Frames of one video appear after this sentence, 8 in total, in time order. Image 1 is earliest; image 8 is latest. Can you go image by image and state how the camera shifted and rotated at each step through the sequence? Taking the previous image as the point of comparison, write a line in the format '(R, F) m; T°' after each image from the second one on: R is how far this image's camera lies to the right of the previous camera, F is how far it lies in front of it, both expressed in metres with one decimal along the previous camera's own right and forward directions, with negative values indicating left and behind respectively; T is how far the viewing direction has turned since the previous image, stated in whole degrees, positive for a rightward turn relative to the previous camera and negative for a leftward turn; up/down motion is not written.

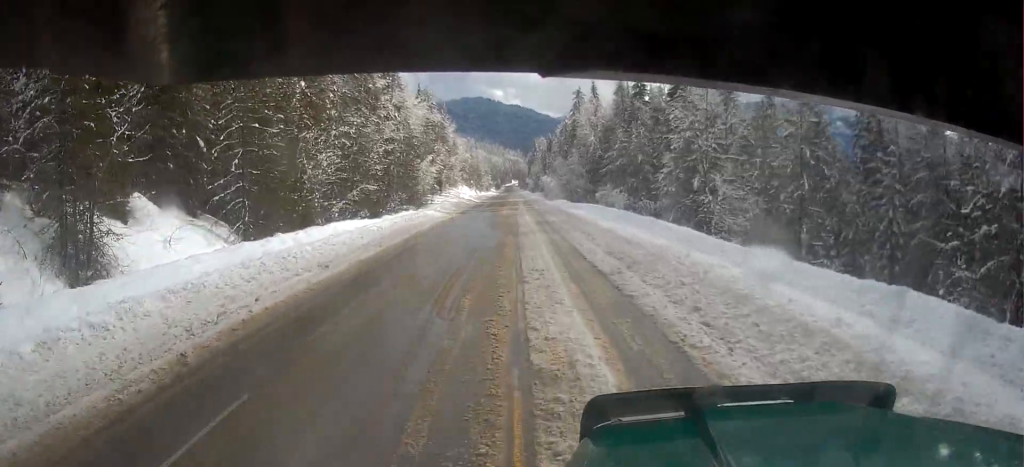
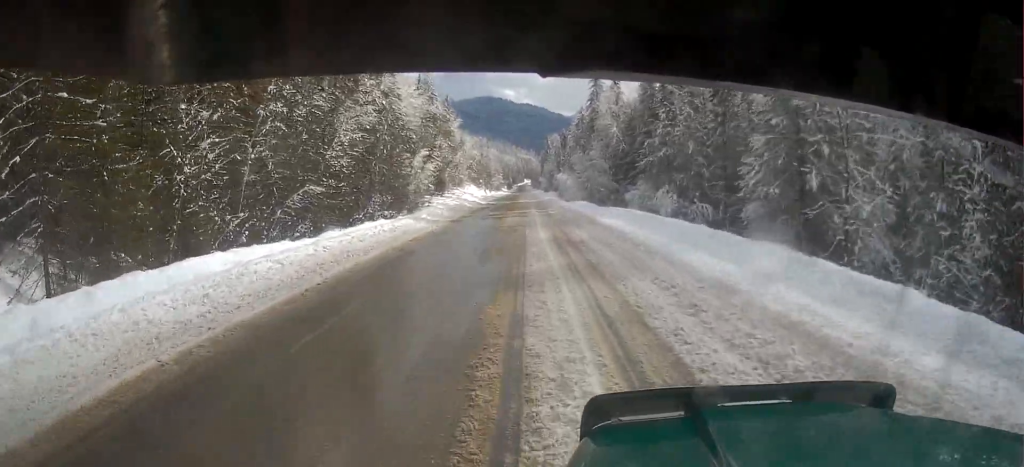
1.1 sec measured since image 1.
(-0.1, +17.5) m; -1°
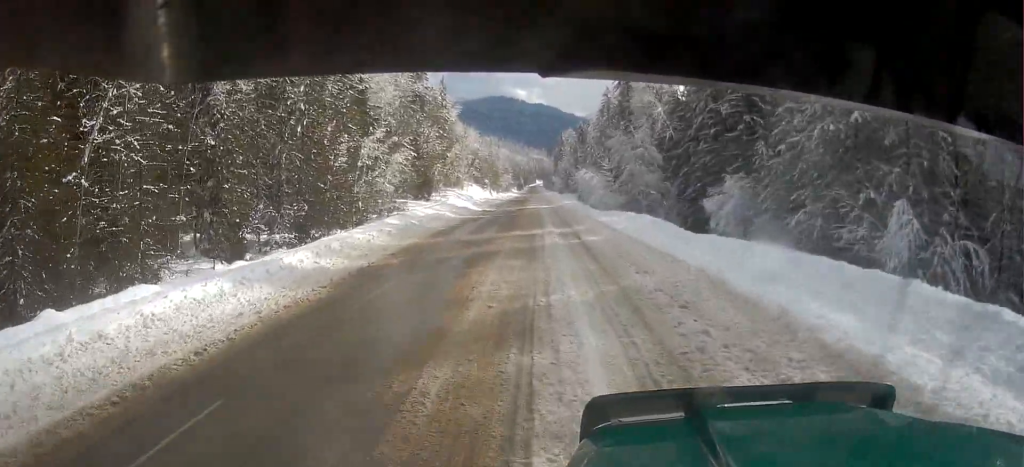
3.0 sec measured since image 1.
(-0.7, +31.2) m; -2°
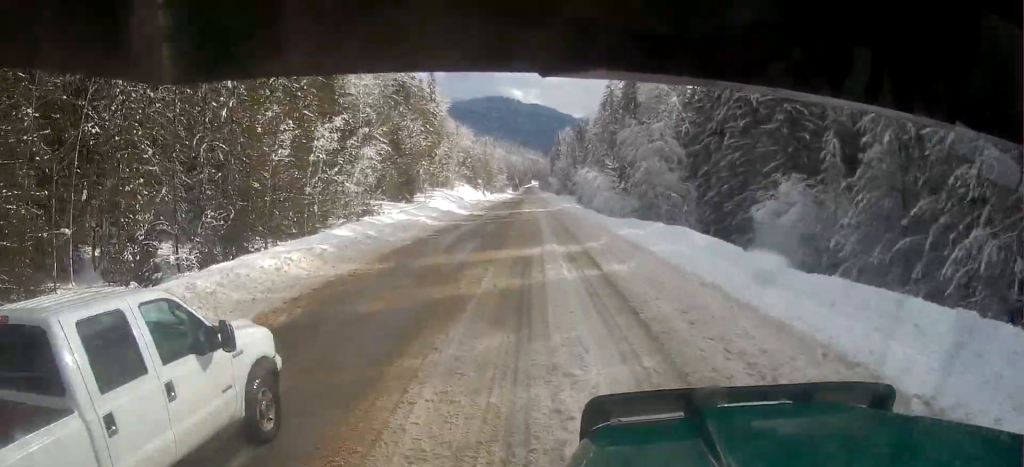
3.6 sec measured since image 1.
(+0.2, +11.1) m; 0°
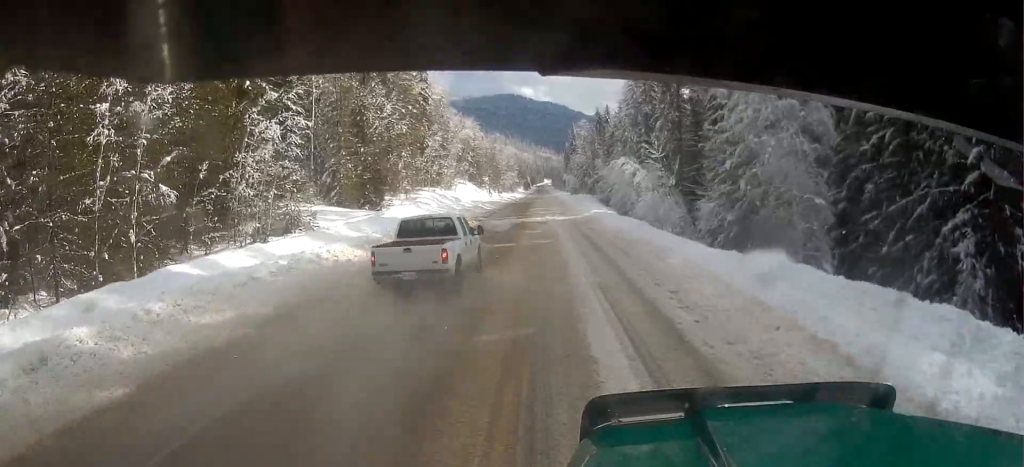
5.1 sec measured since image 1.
(+0.2, +24.6) m; +1°
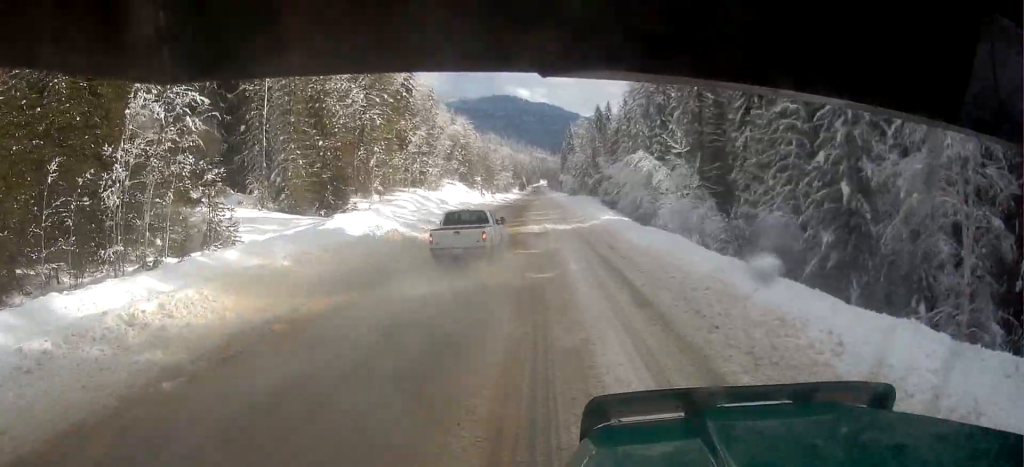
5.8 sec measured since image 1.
(+0.2, +11.8) m; 0°
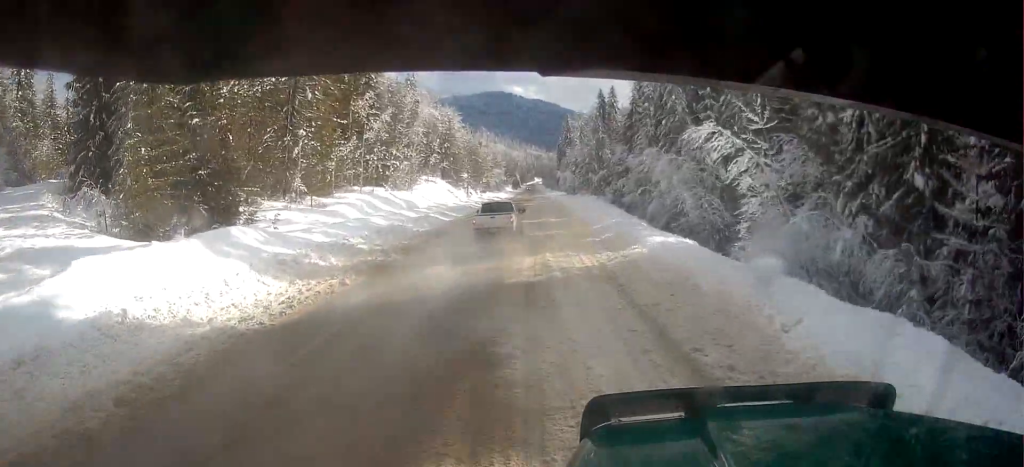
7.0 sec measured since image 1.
(-0.5, +19.6) m; 0°
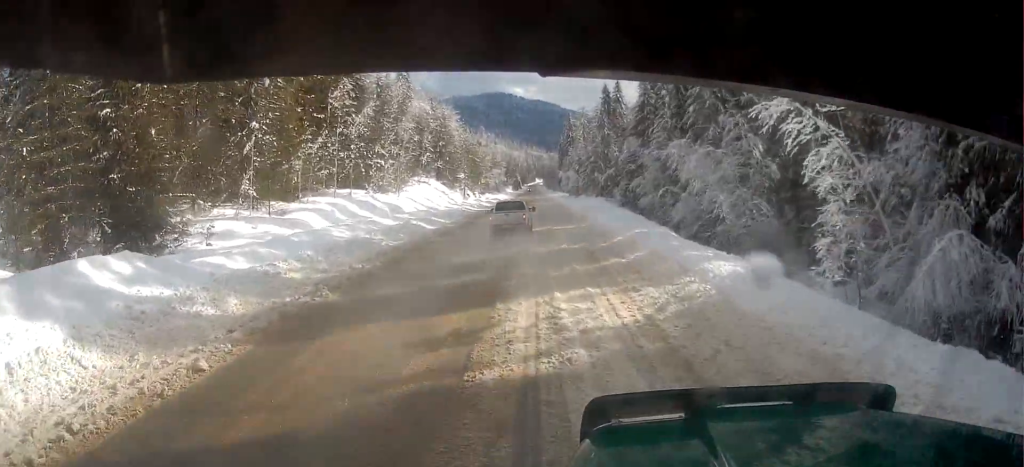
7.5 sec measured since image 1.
(+0.1, +8.4) m; +1°
